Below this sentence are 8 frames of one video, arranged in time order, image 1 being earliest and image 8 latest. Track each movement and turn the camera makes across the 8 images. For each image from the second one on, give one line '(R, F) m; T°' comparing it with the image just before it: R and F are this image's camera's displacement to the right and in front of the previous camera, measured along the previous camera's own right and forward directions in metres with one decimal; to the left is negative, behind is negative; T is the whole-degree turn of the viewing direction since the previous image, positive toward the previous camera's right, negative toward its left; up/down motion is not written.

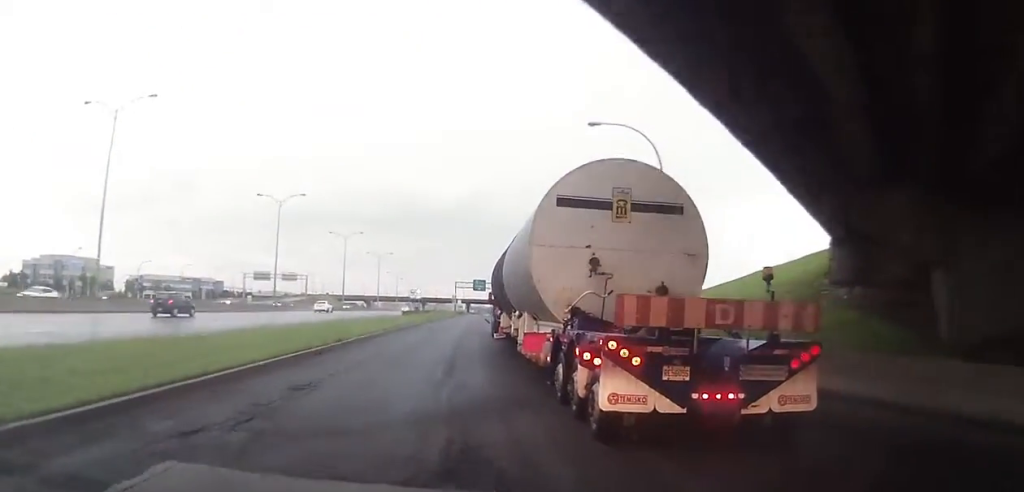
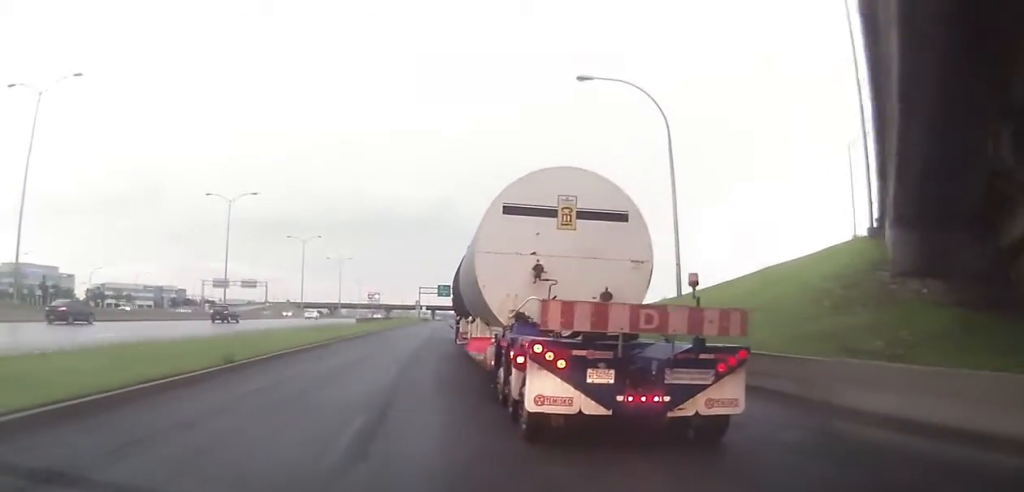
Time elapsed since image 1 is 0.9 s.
(-0.1, +6.8) m; +7°
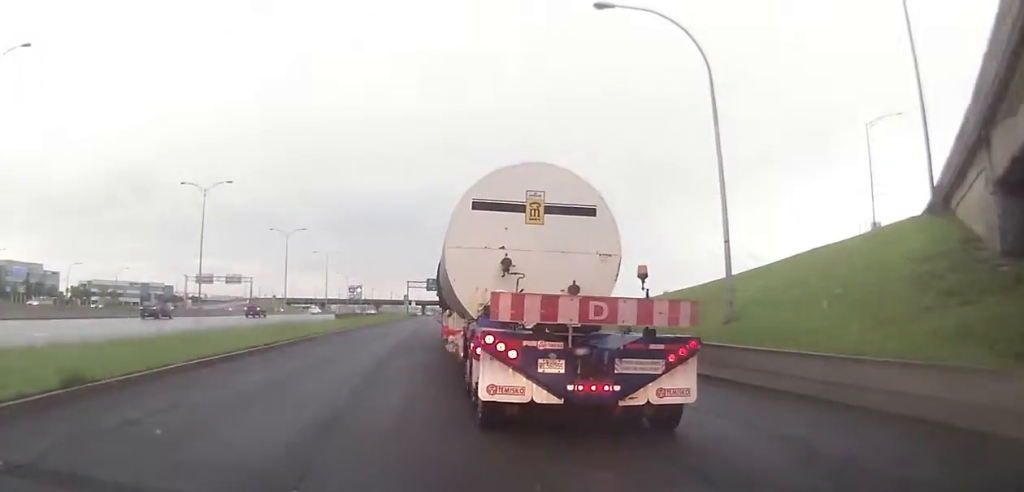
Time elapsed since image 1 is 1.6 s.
(+0.7, +5.5) m; +3°
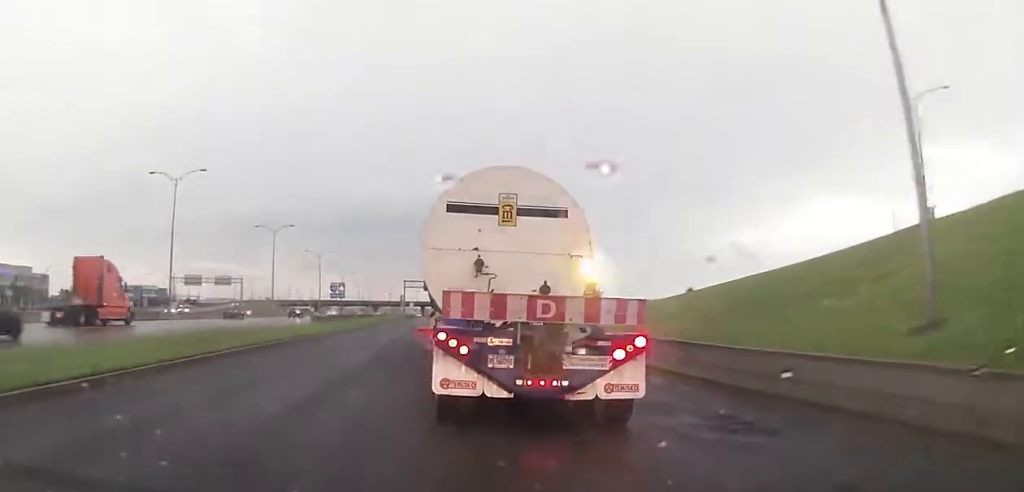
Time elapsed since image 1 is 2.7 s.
(-0.1, +8.7) m; -2°
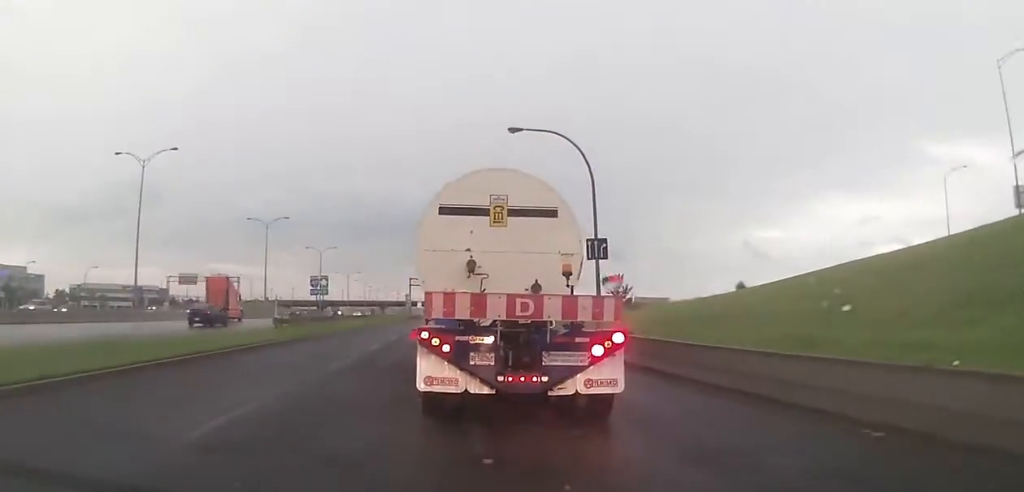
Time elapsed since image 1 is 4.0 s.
(-0.2, +10.9) m; -1°
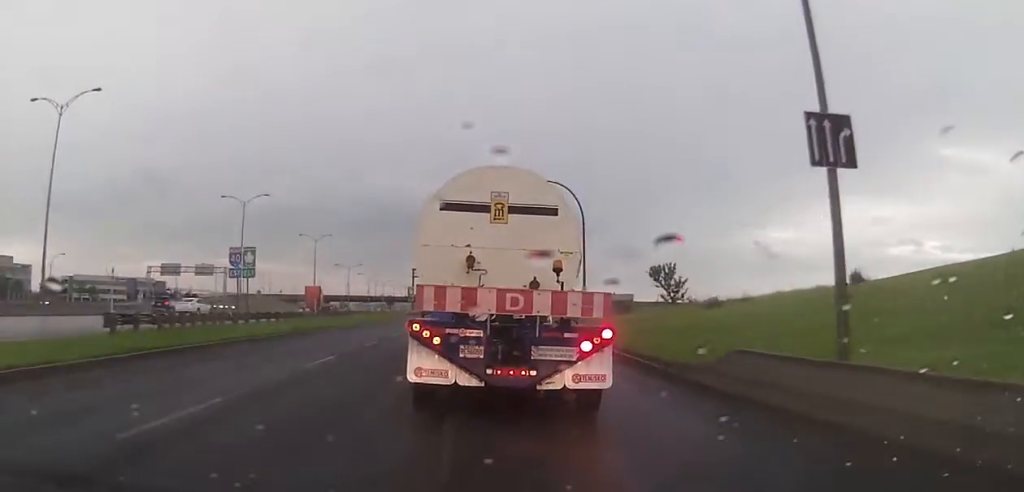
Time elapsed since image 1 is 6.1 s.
(+0.7, +18.4) m; -1°
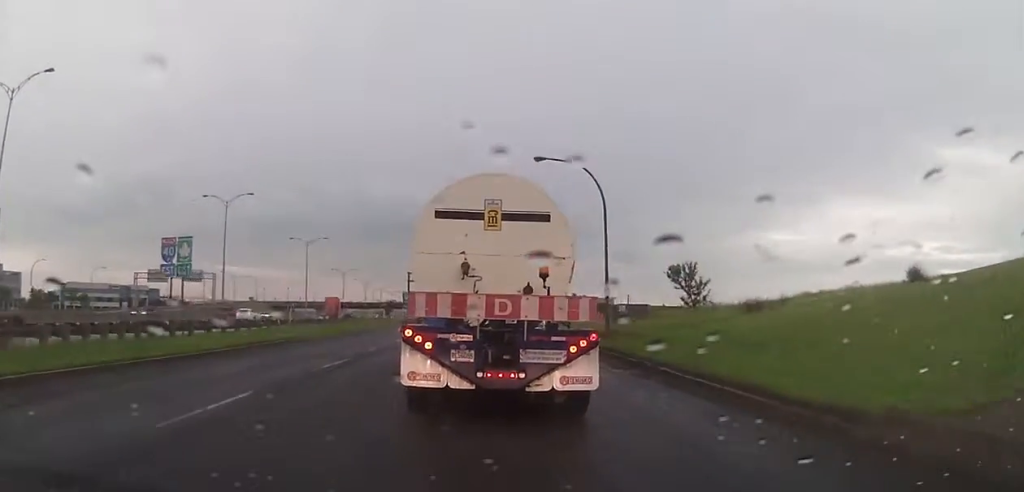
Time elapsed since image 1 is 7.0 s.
(-0.8, +7.1) m; -3°
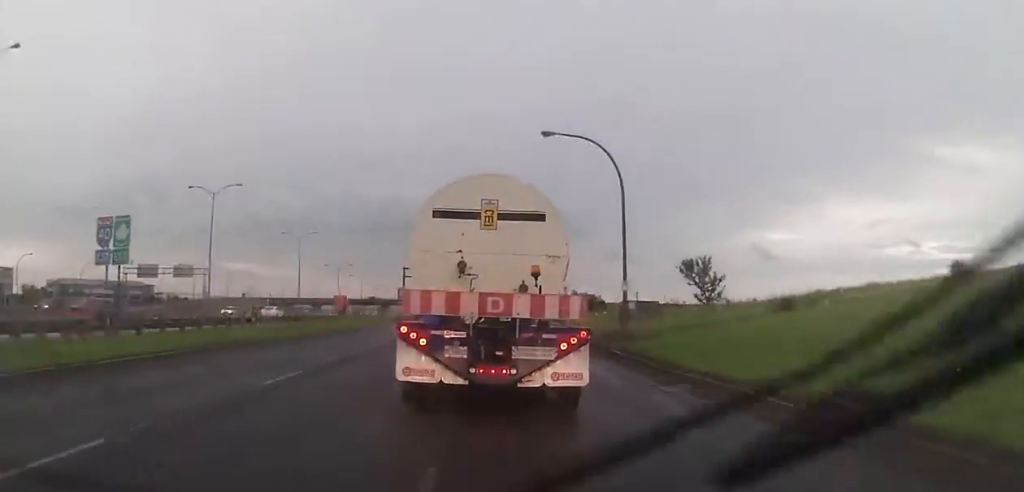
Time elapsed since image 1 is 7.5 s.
(+0.3, +4.4) m; +2°
